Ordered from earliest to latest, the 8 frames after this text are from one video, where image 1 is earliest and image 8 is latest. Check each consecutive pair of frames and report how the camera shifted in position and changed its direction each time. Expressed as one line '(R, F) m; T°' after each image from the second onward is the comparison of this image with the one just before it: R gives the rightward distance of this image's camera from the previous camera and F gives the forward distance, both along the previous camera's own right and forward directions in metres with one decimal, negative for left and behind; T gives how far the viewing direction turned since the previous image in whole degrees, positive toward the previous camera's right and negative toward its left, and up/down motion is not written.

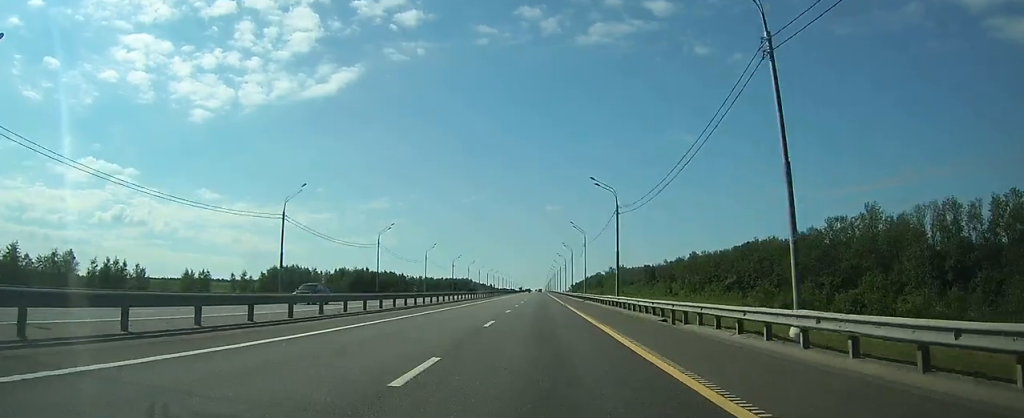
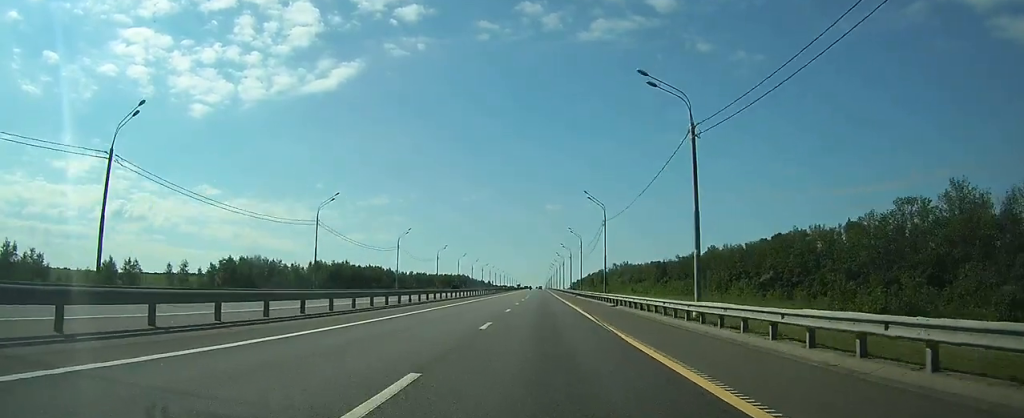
(0.0, +26.0) m; 0°
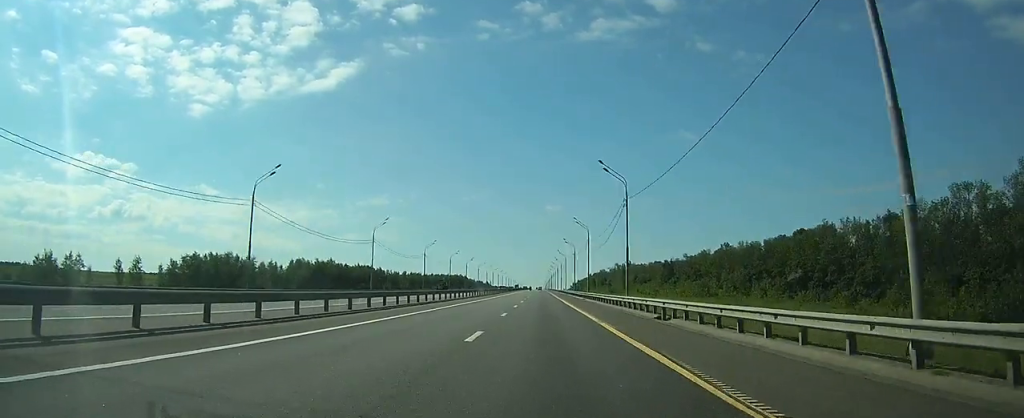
(0.0, +15.6) m; 0°
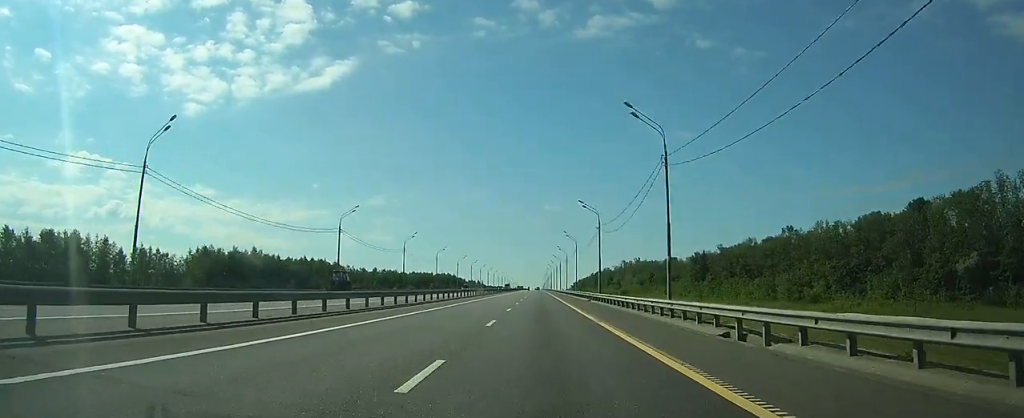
(0.0, +54.0) m; 0°
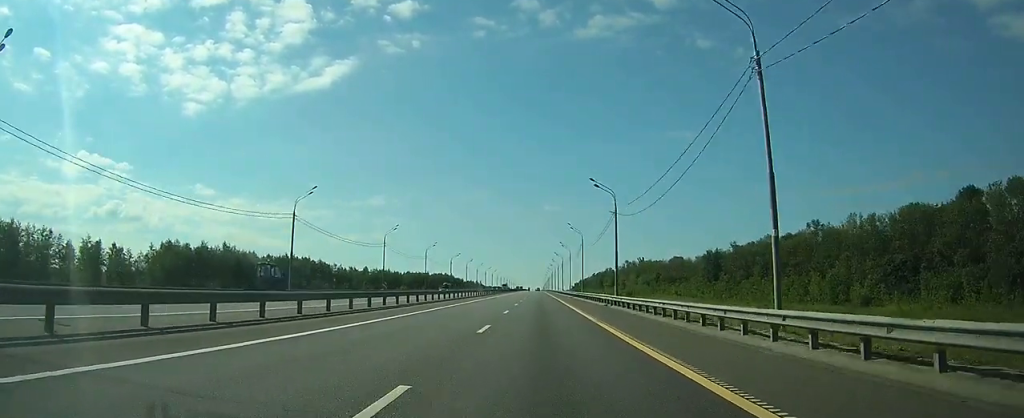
(0.0, +14.5) m; 0°
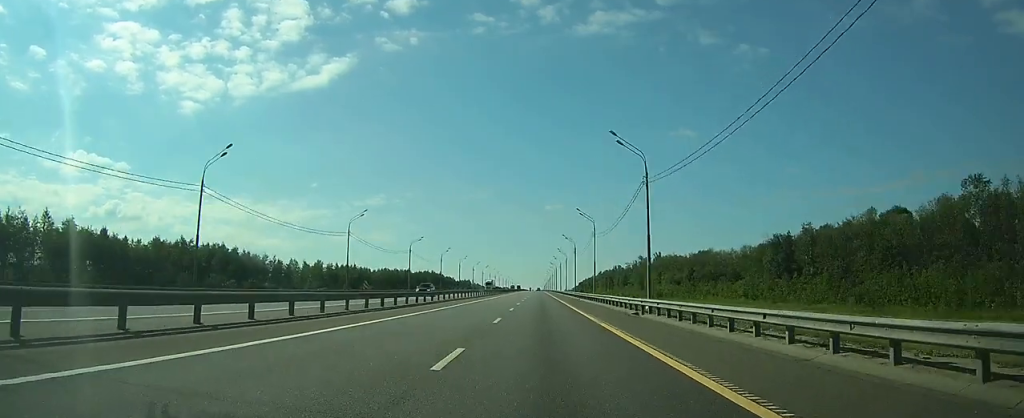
(0.0, +54.8) m; 0°
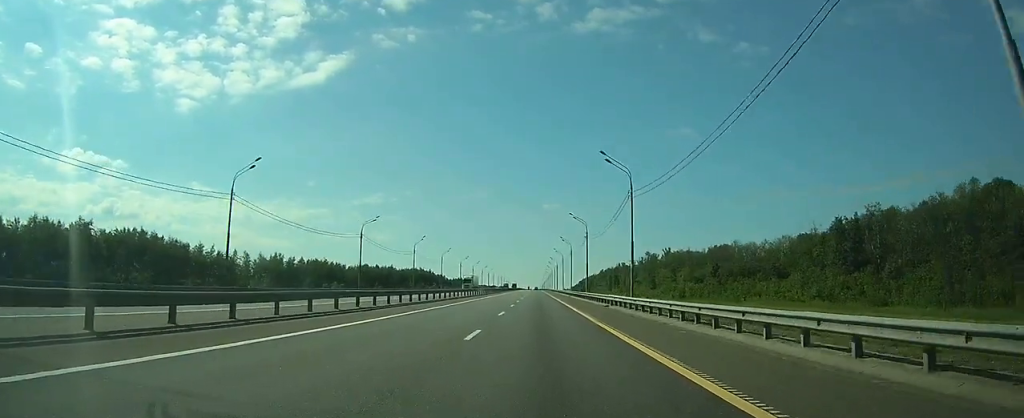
(-0.1, +30.9) m; 0°
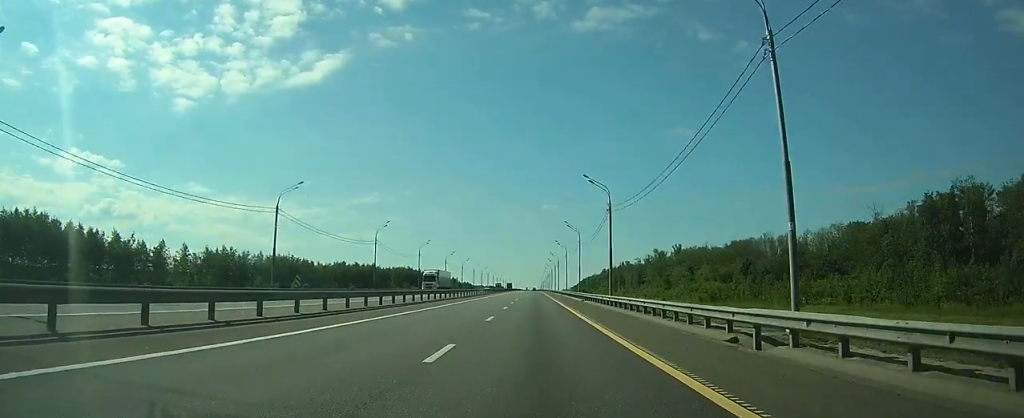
(+0.1, +27.8) m; 0°
